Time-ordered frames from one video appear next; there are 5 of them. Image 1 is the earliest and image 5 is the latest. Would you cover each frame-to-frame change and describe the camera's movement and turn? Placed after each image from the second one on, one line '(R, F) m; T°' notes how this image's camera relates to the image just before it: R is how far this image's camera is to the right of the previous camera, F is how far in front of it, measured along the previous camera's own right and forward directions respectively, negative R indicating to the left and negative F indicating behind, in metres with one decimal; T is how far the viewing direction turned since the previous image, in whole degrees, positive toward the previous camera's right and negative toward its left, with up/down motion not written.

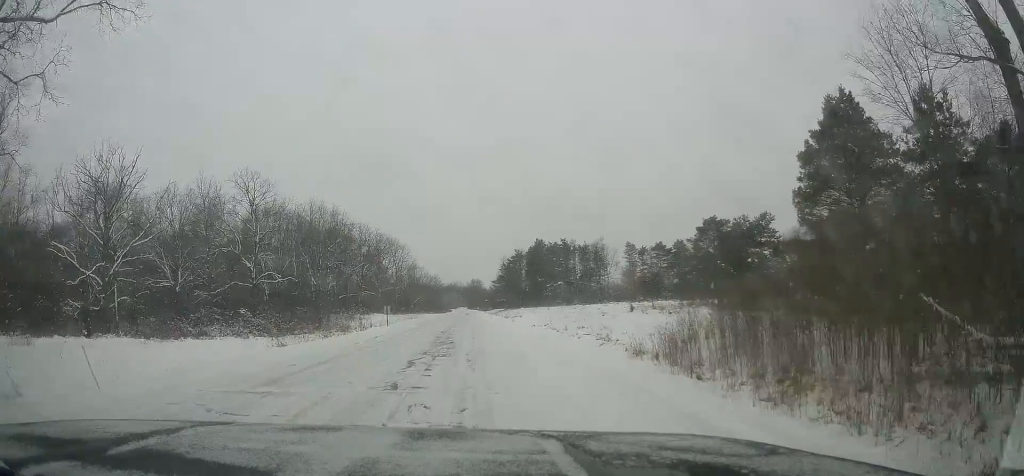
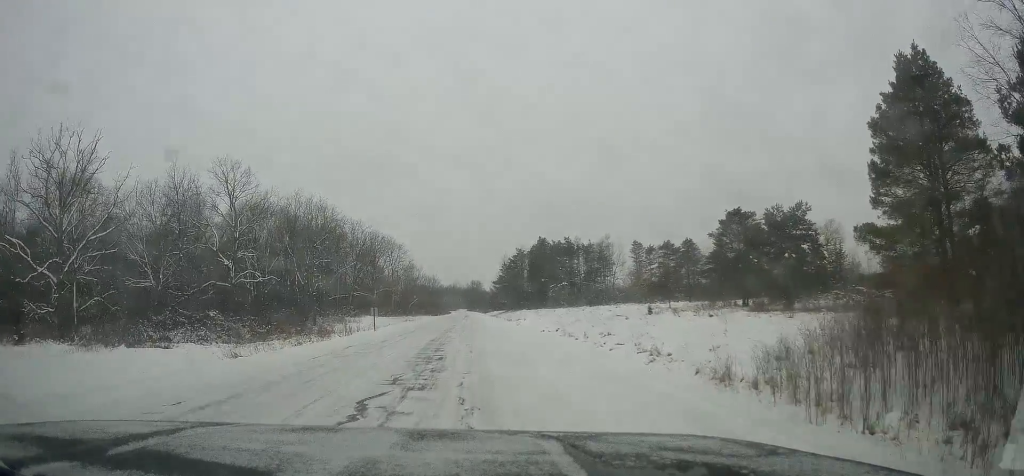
(0.0, +7.4) m; 0°
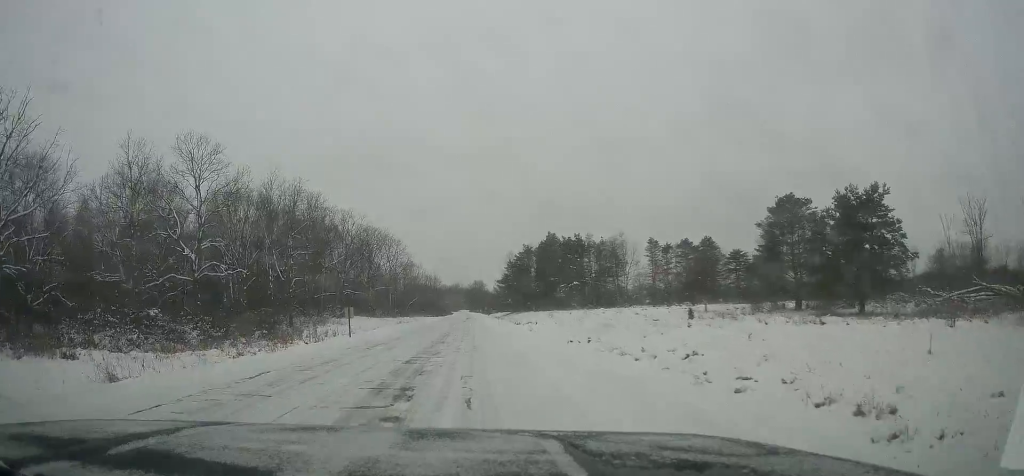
(0.0, +11.2) m; 0°
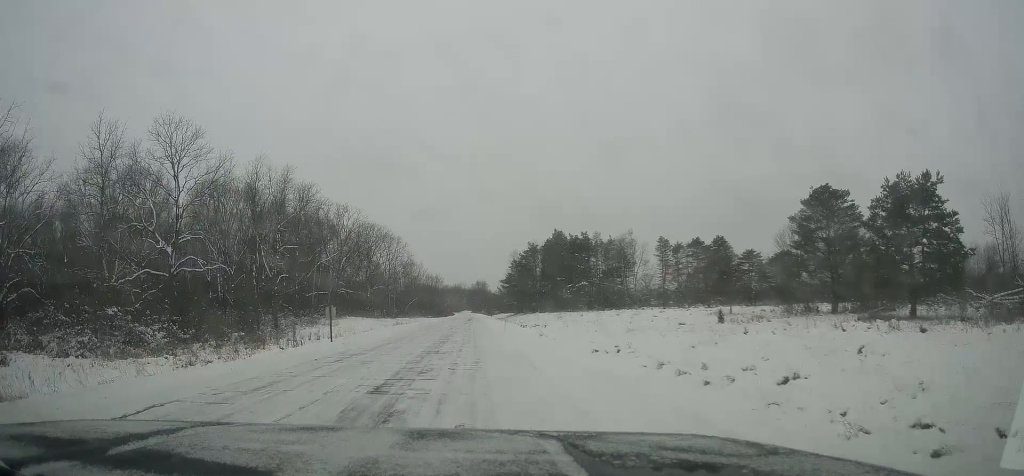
(0.0, +5.7) m; 0°
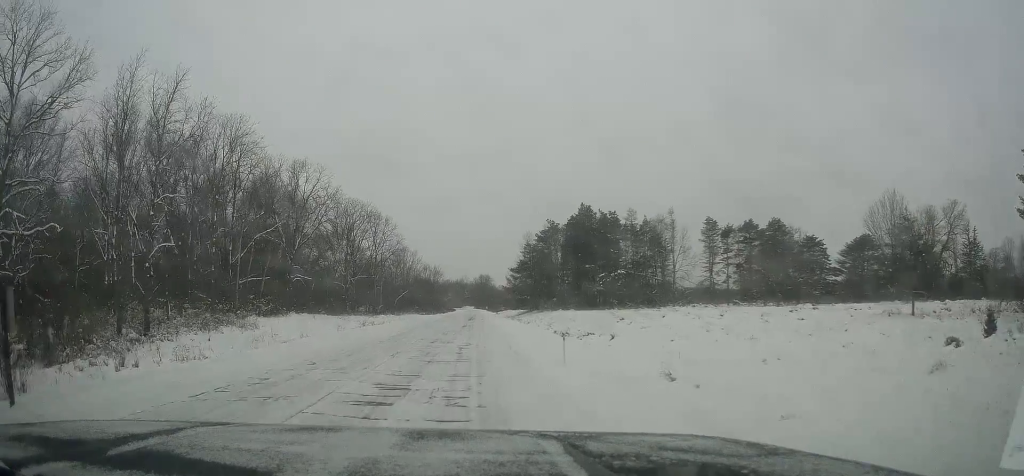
(-0.5, +25.1) m; -4°
